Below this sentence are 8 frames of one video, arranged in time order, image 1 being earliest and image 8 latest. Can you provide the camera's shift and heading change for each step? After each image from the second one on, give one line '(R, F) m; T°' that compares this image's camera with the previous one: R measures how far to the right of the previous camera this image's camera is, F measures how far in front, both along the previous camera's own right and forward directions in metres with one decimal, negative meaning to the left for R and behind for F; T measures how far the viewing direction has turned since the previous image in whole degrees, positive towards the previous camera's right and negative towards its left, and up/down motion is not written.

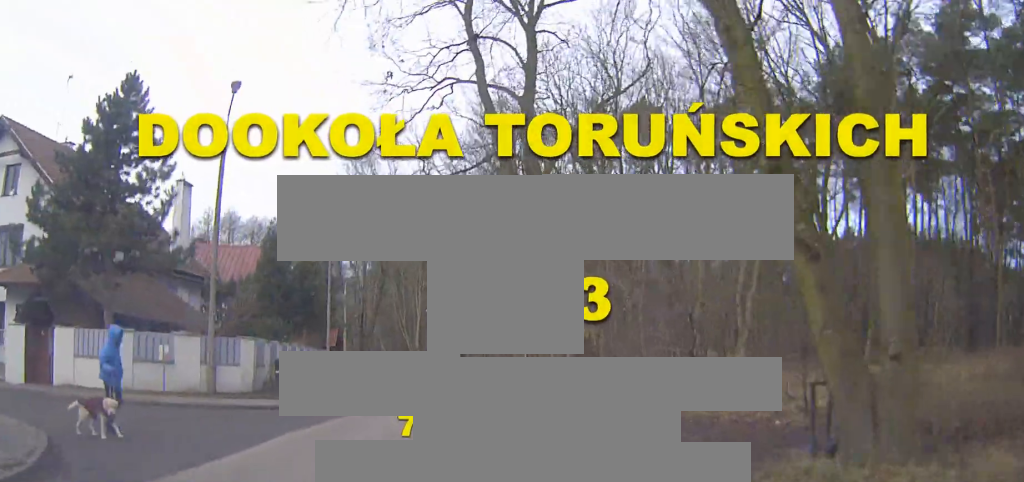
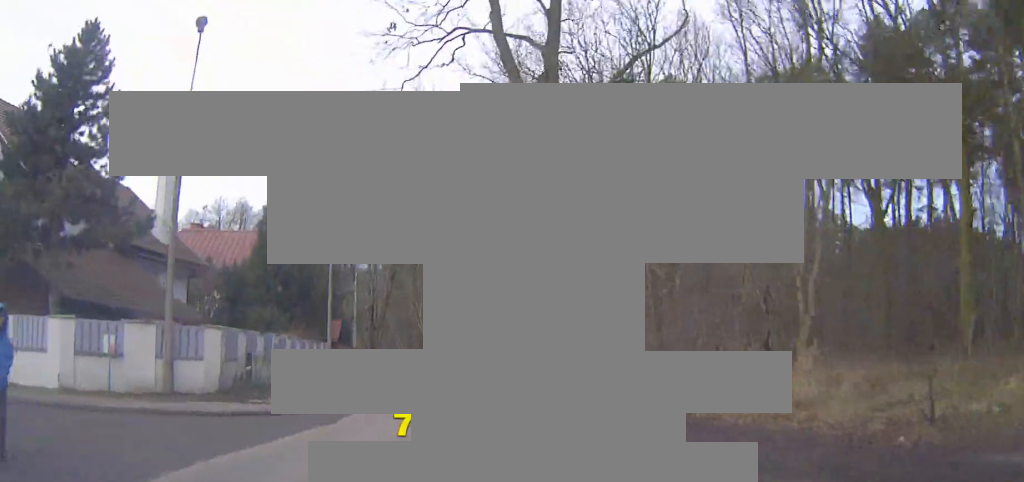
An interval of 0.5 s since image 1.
(+0.1, +4.1) m; -1°
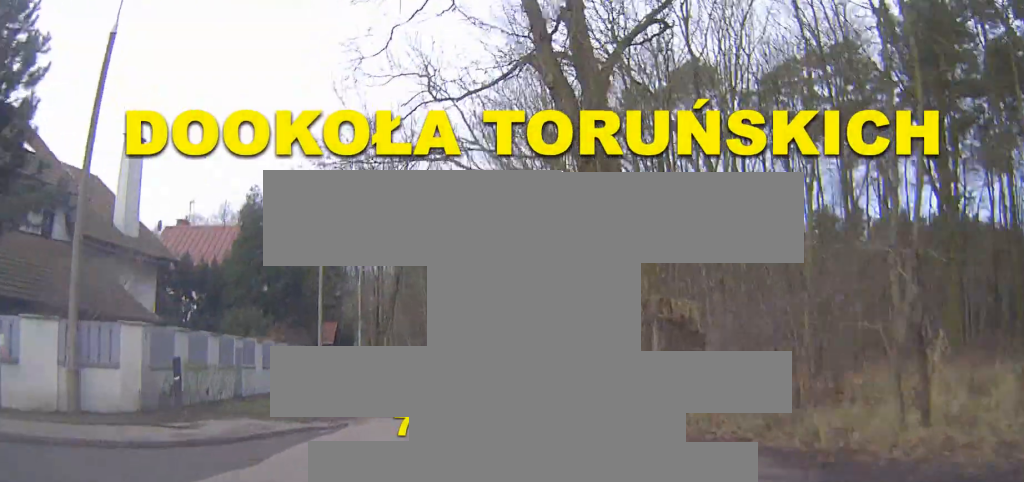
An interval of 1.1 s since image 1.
(-0.1, +4.8) m; -2°
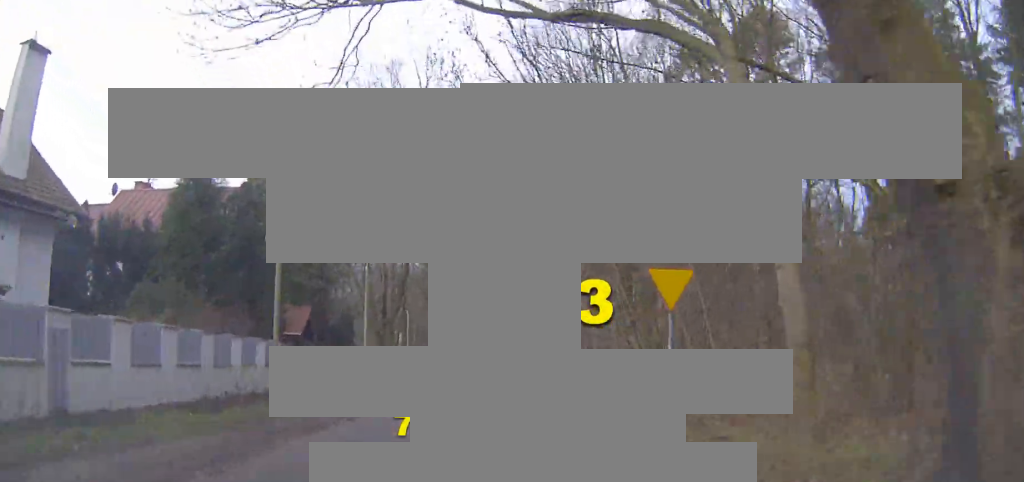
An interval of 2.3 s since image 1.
(-0.3, +10.0) m; -4°
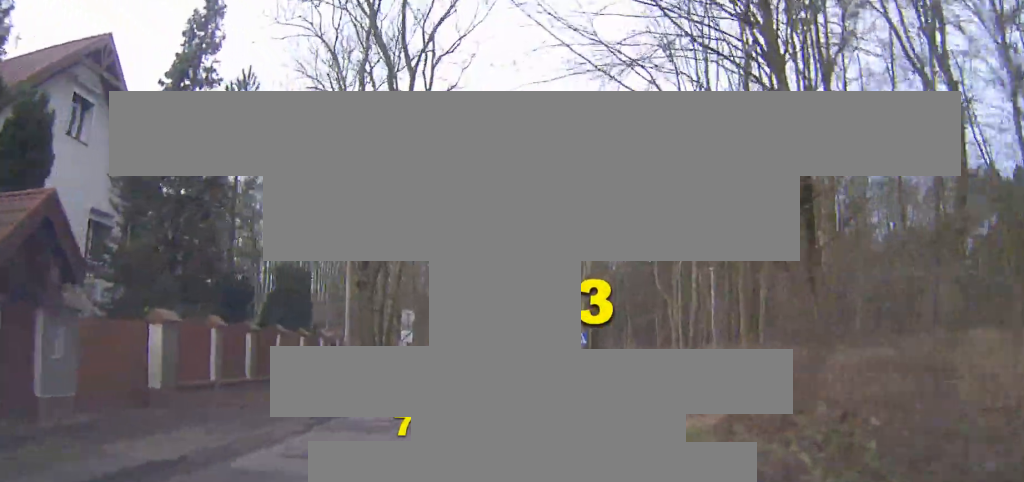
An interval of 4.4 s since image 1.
(-0.9, +19.1) m; -4°
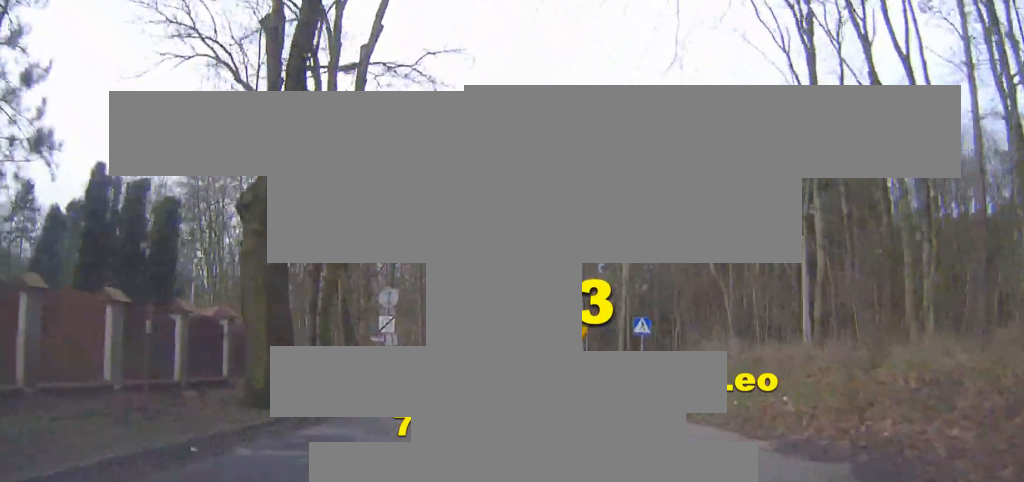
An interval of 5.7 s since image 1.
(-0.2, +13.2) m; -4°
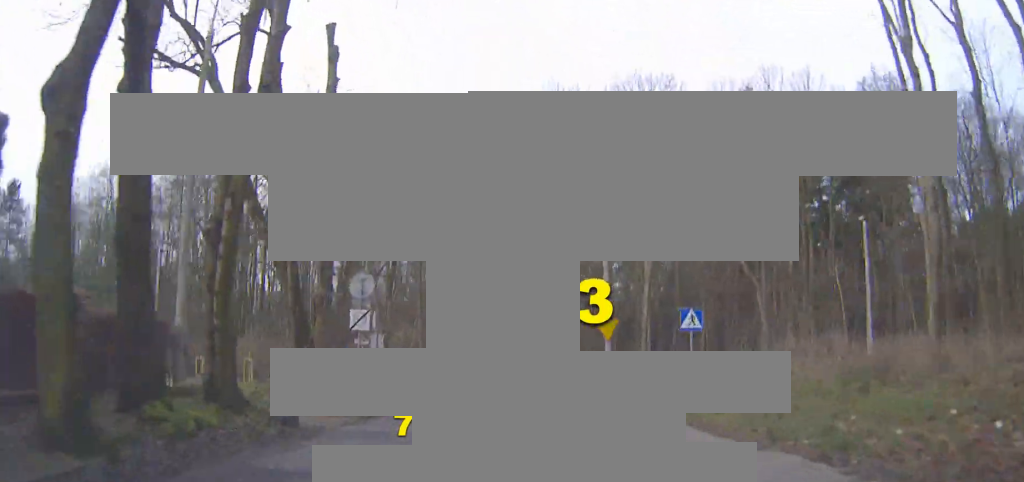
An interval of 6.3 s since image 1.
(0.0, +6.7) m; -6°
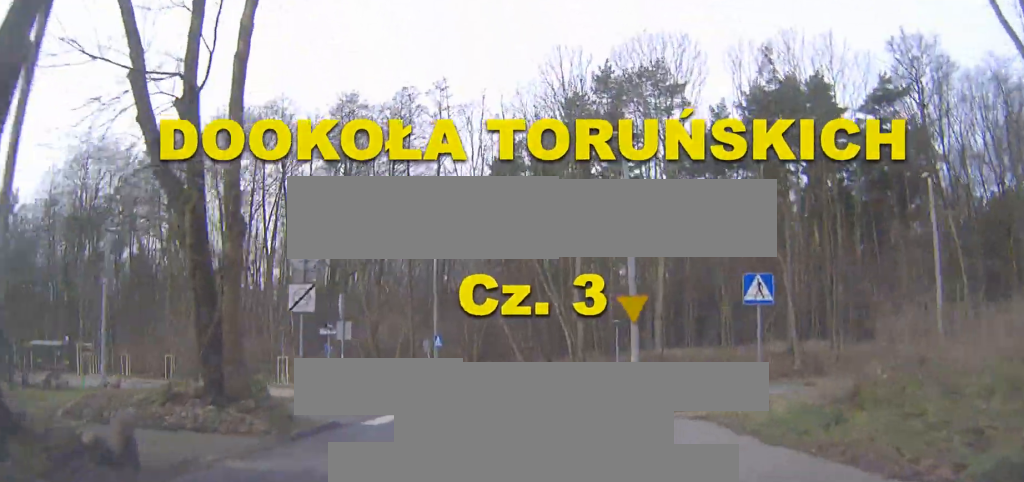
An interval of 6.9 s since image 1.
(-0.5, +6.1) m; 0°
